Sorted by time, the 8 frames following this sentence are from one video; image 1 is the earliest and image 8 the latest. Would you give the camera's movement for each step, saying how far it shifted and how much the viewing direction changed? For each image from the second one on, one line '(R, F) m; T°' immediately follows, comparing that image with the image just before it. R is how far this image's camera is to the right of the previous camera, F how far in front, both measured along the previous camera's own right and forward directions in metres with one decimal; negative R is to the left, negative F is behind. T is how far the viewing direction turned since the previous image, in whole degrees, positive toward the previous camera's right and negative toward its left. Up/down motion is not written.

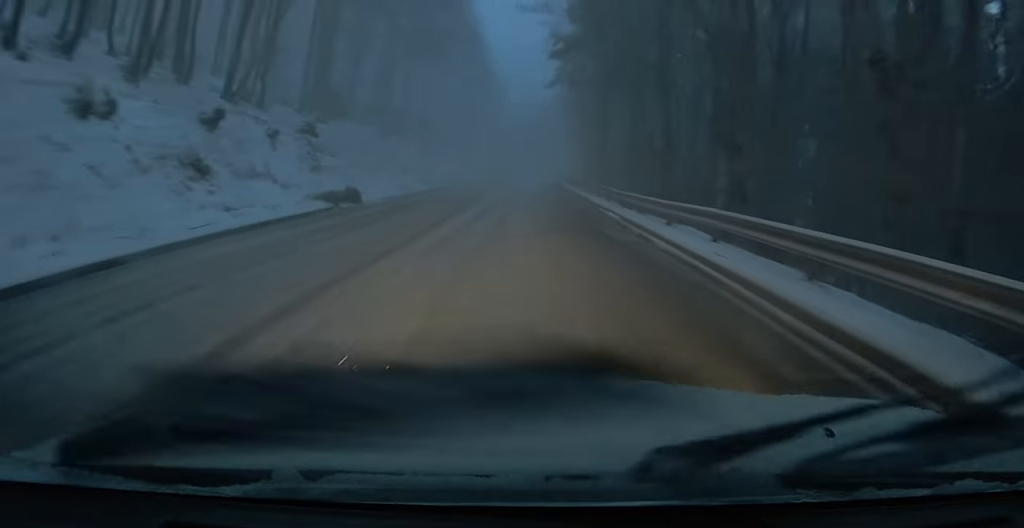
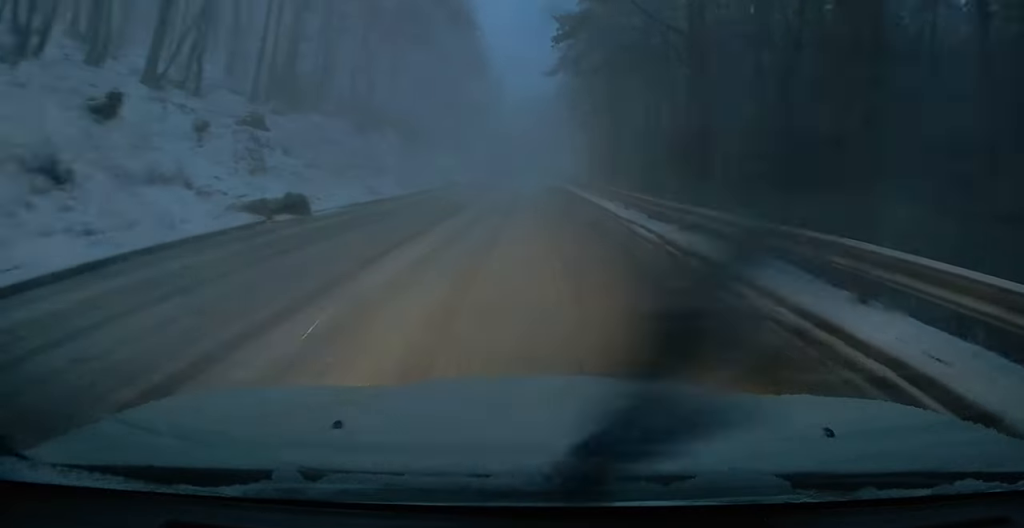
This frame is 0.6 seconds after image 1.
(+0.1, +4.6) m; 0°
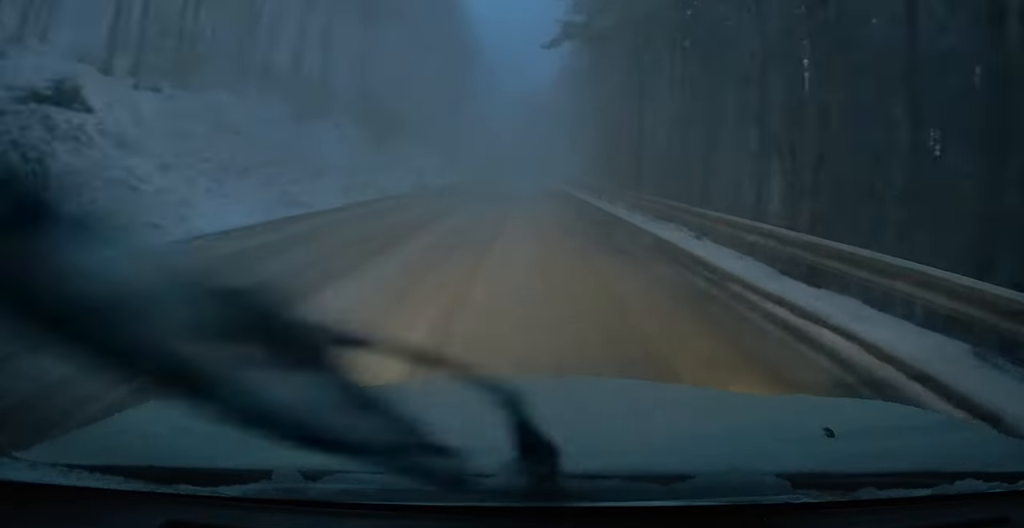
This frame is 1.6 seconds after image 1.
(-0.1, +8.9) m; -2°
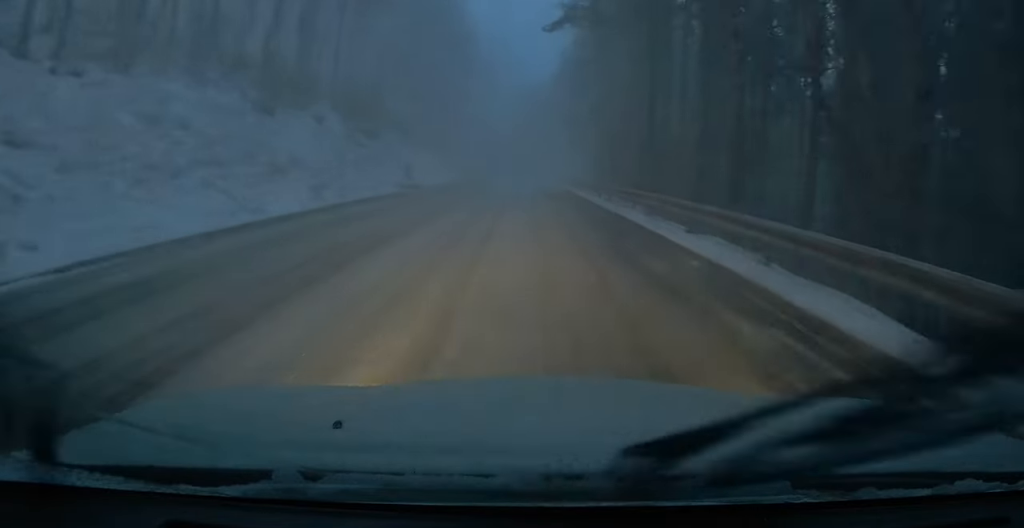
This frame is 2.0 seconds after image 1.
(0.0, +3.3) m; -1°
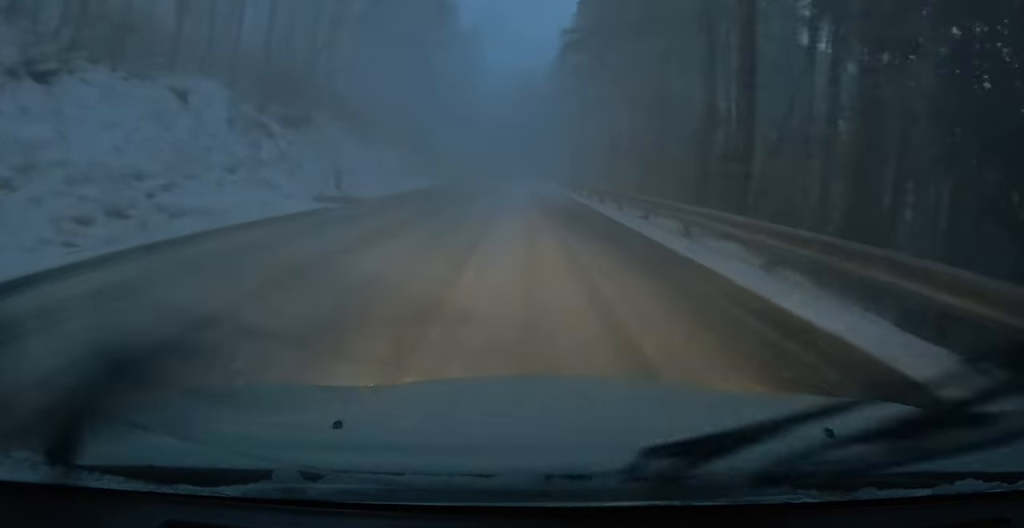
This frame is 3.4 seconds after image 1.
(-0.2, +9.9) m; -2°
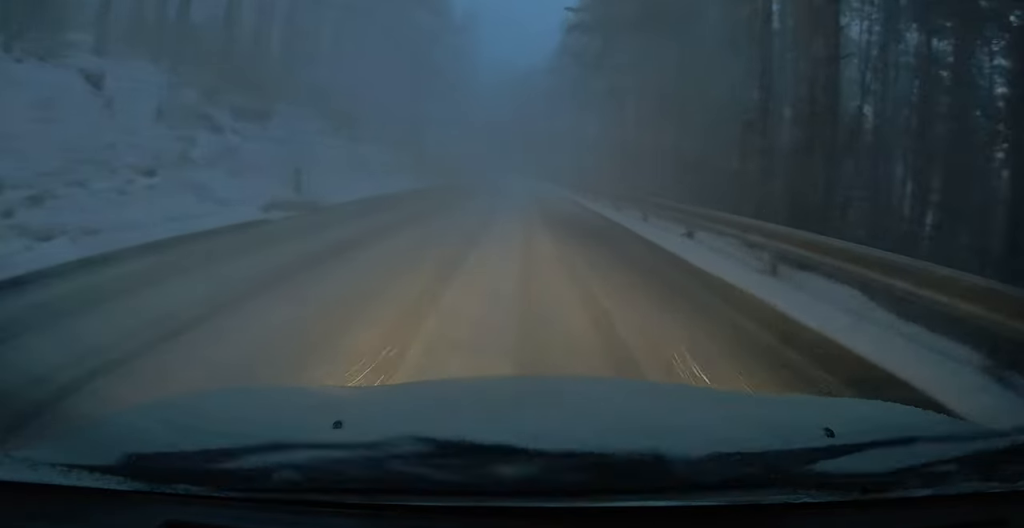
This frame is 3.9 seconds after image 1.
(0.0, +3.5) m; -1°
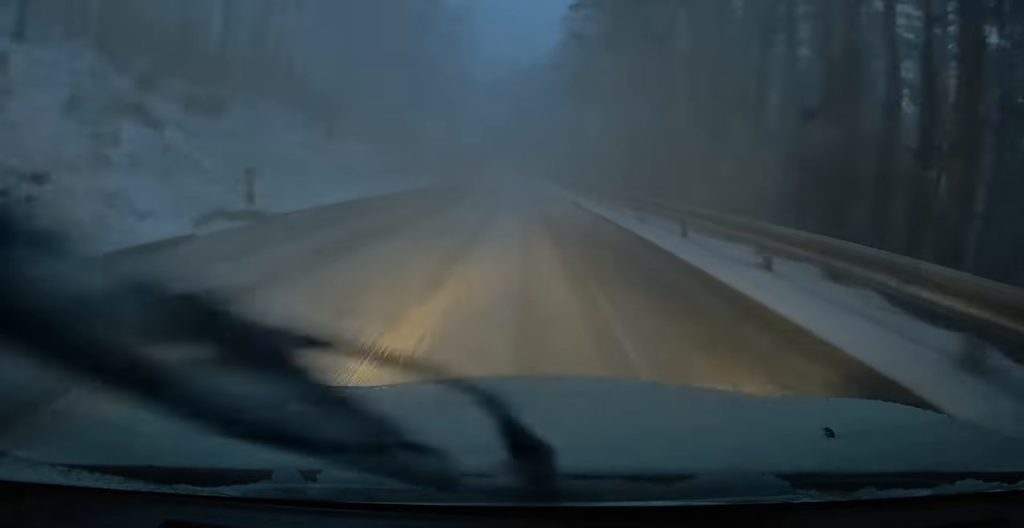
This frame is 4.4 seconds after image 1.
(0.0, +3.1) m; +1°
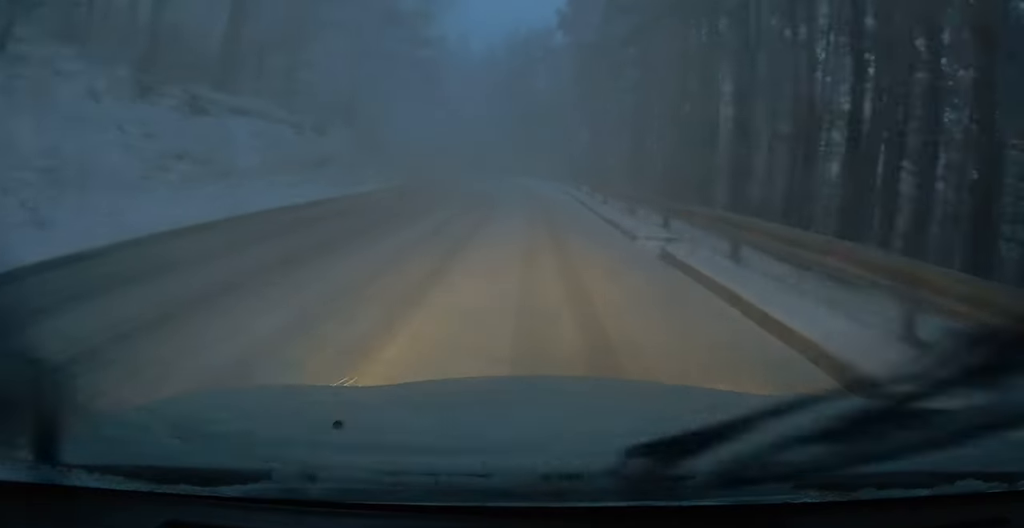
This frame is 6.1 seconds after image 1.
(+0.3, +12.9) m; +2°
